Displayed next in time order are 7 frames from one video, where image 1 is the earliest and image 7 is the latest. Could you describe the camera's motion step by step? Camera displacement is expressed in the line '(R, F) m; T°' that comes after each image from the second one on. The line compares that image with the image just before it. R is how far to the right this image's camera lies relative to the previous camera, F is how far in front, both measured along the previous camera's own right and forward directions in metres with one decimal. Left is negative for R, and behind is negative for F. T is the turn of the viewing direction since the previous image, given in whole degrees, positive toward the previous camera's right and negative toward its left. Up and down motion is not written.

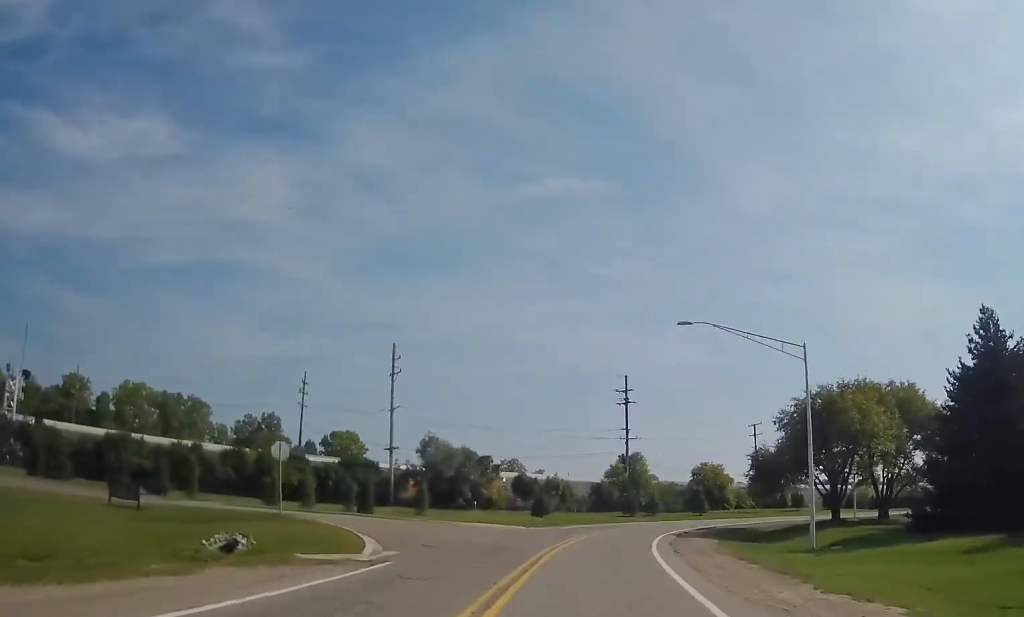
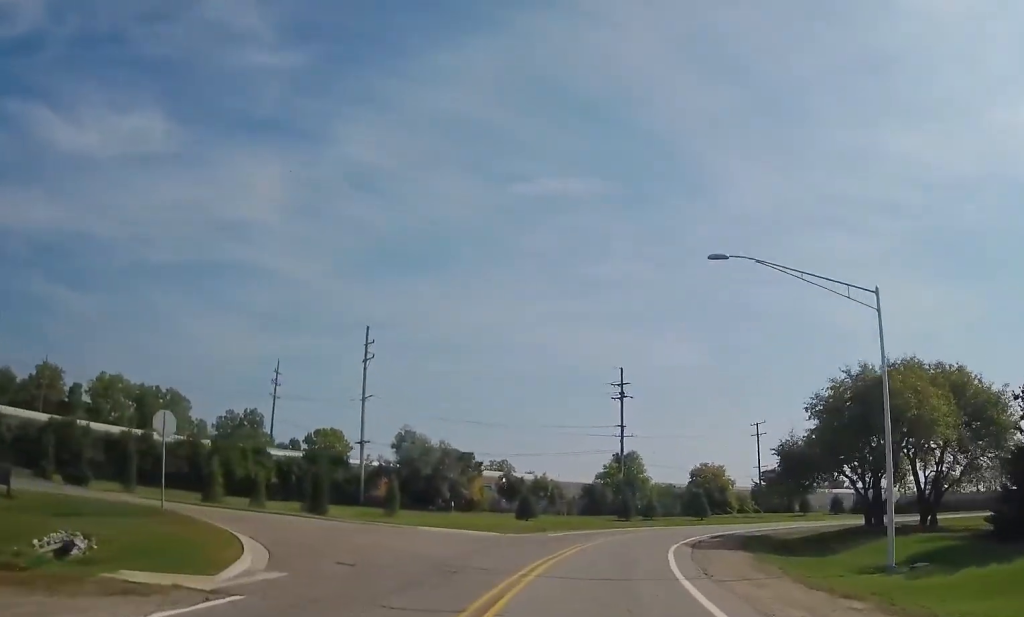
(0.0, +8.0) m; 0°
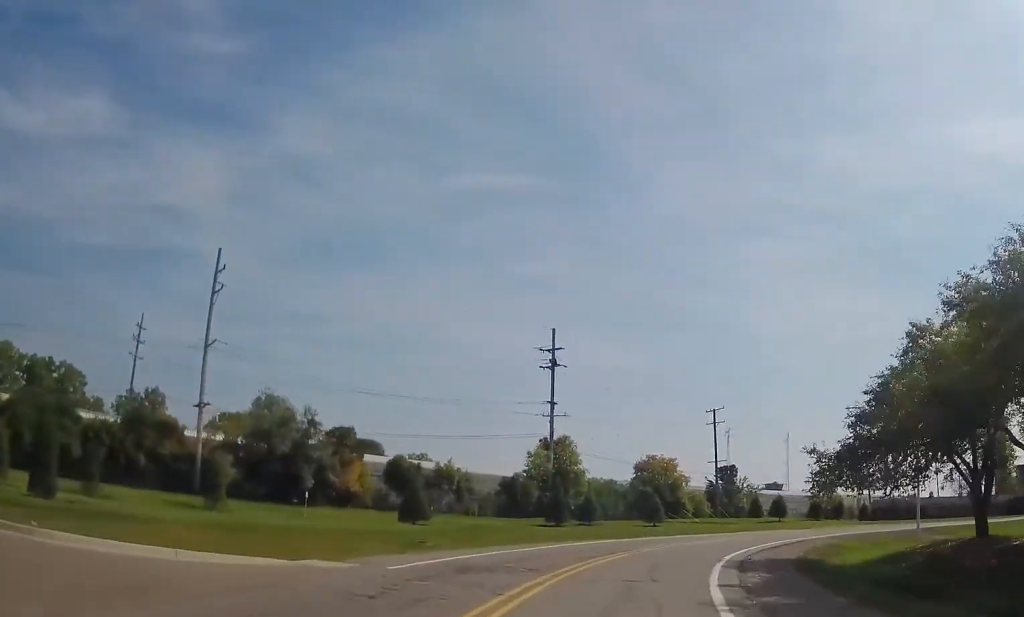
(+0.7, +20.6) m; +6°
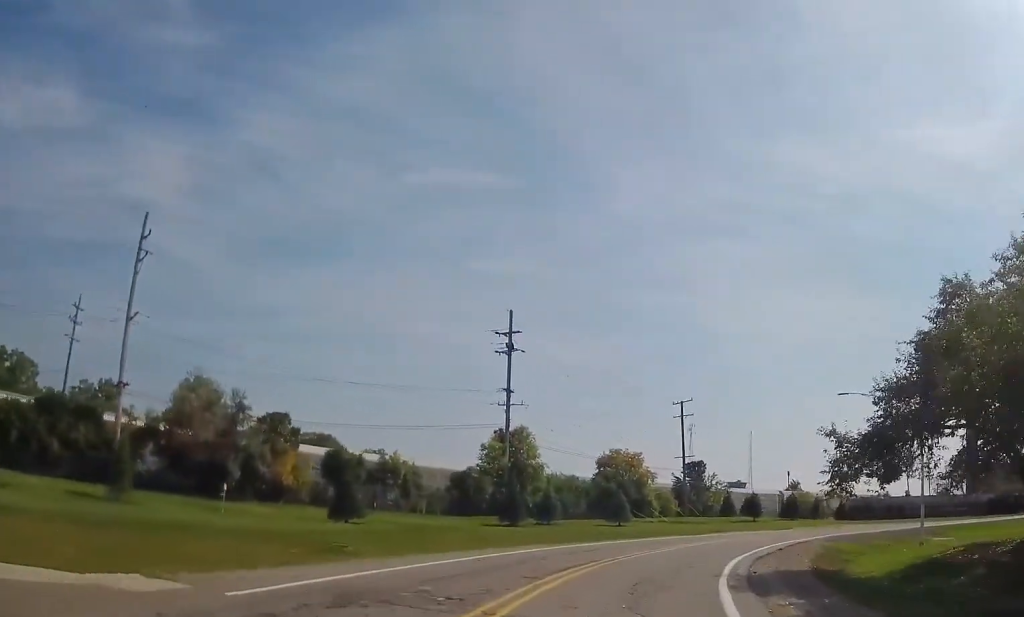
(+0.3, +6.0) m; +2°
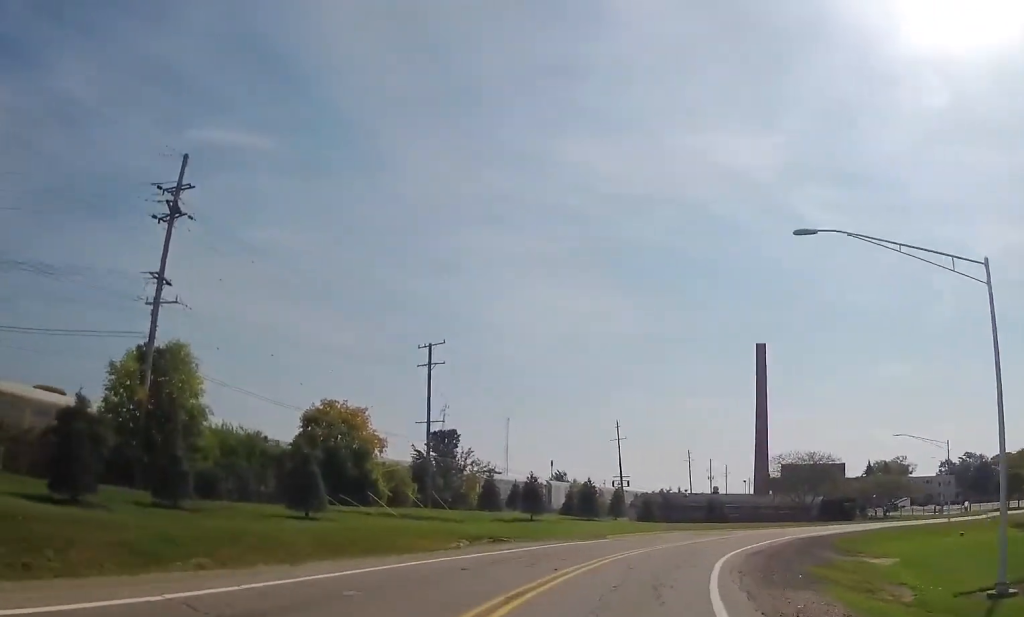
(+3.6, +27.0) m; +21°
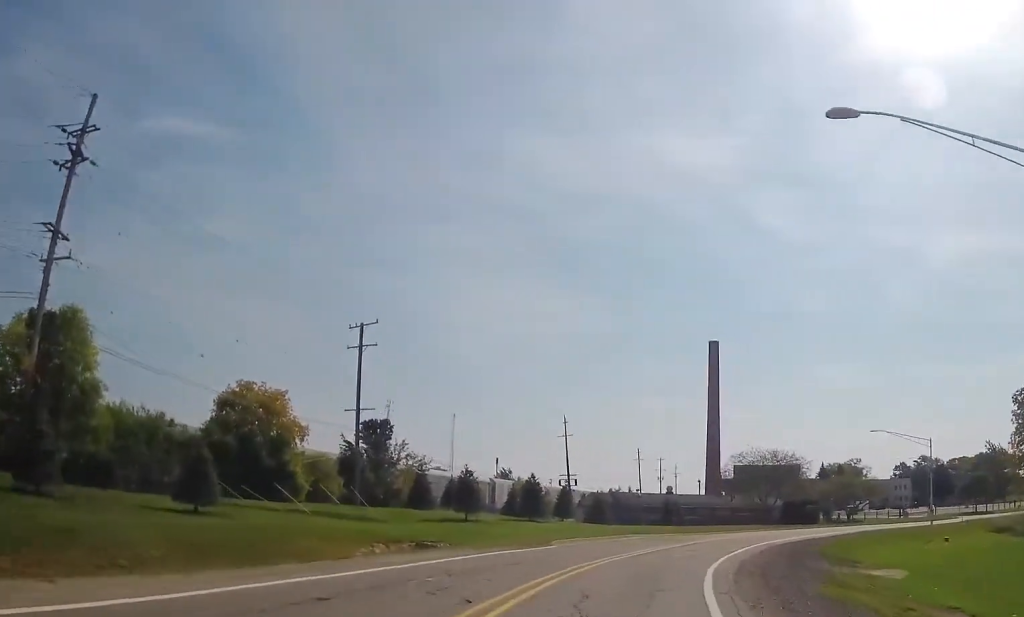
(+0.5, +6.3) m; +6°
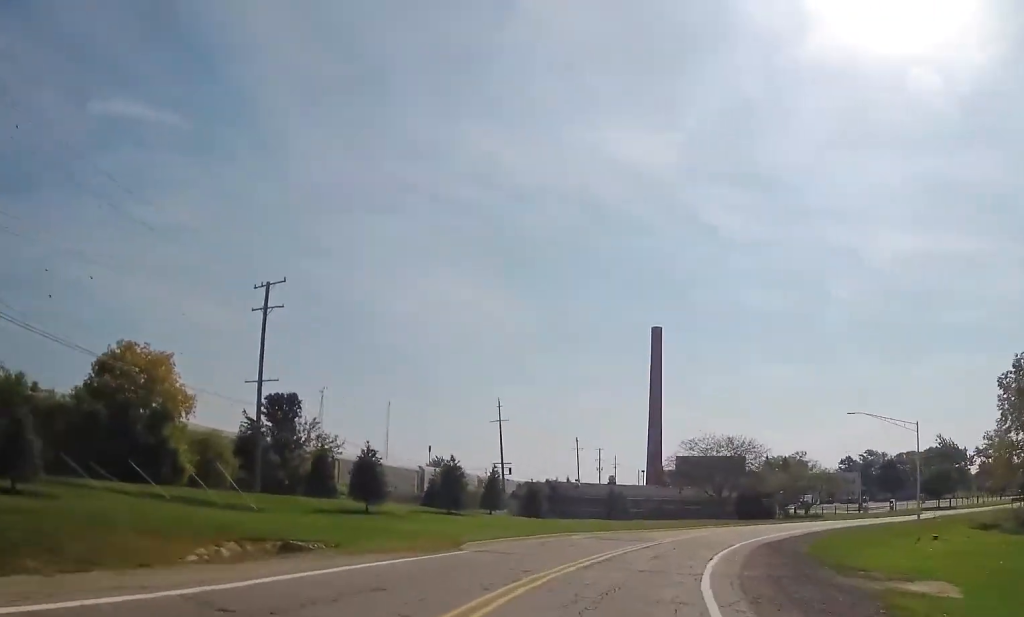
(+0.5, +8.4) m; +7°
